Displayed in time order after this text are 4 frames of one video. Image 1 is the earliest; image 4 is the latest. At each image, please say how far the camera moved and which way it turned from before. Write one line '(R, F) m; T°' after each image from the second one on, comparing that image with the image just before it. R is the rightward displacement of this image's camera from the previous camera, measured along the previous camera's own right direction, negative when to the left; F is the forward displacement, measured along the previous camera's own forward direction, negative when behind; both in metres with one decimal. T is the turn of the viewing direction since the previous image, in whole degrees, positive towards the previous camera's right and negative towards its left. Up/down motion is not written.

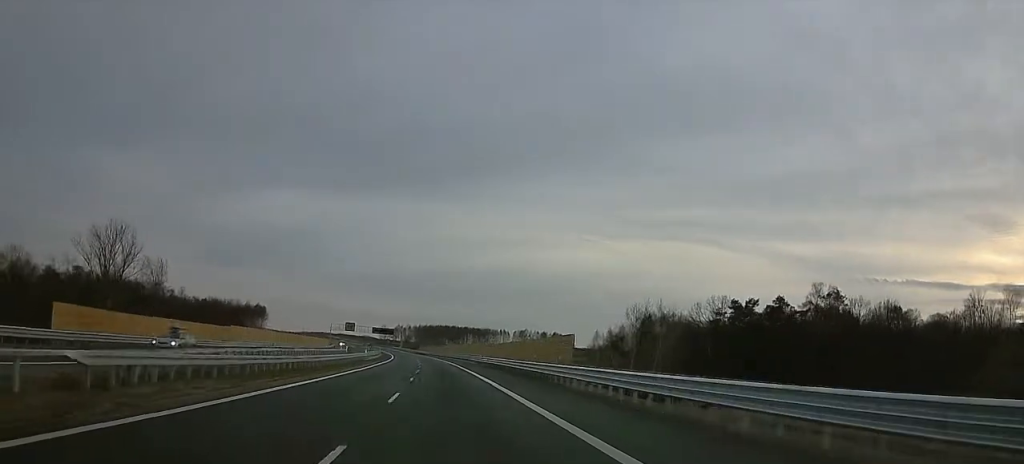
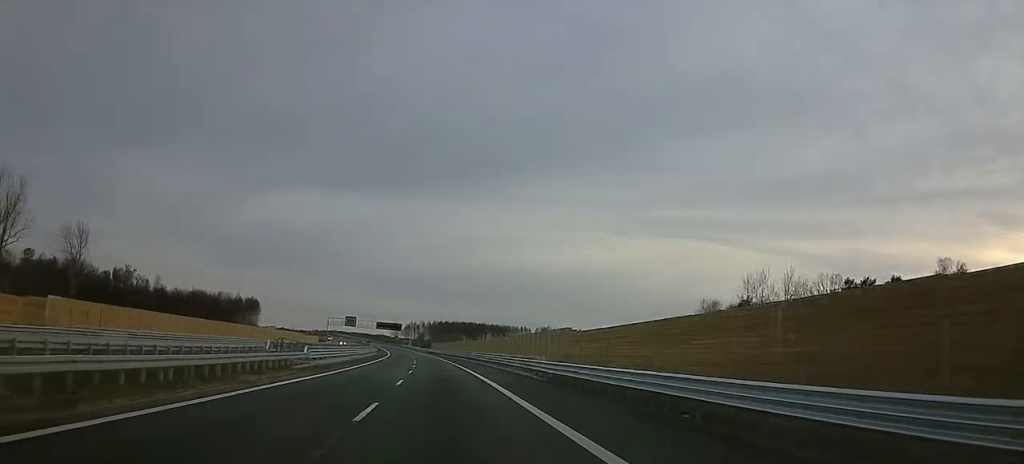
(-0.6, +41.3) m; -1°
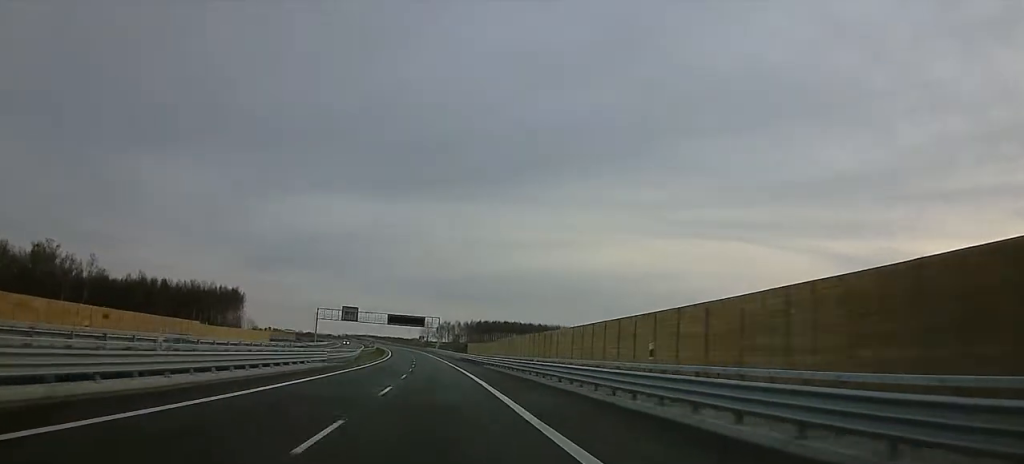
(-0.6, +76.3) m; -3°
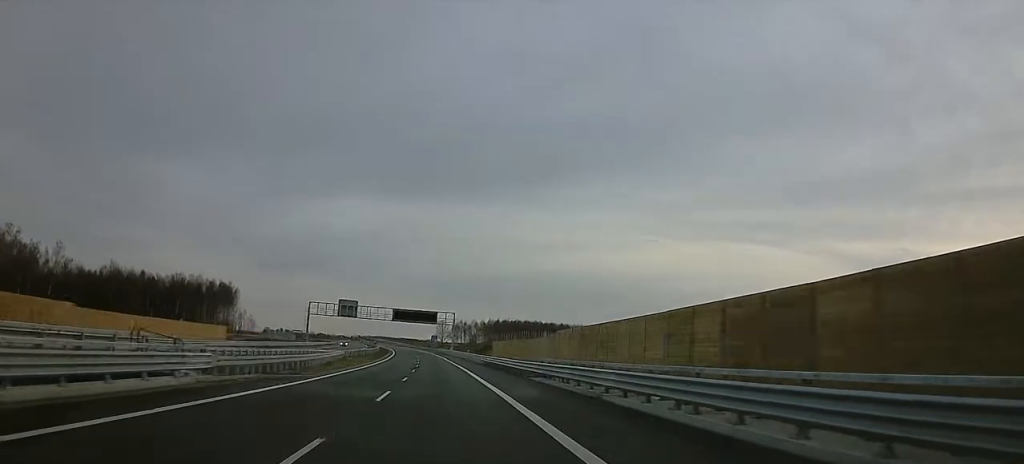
(-0.6, +26.7) m; -2°
